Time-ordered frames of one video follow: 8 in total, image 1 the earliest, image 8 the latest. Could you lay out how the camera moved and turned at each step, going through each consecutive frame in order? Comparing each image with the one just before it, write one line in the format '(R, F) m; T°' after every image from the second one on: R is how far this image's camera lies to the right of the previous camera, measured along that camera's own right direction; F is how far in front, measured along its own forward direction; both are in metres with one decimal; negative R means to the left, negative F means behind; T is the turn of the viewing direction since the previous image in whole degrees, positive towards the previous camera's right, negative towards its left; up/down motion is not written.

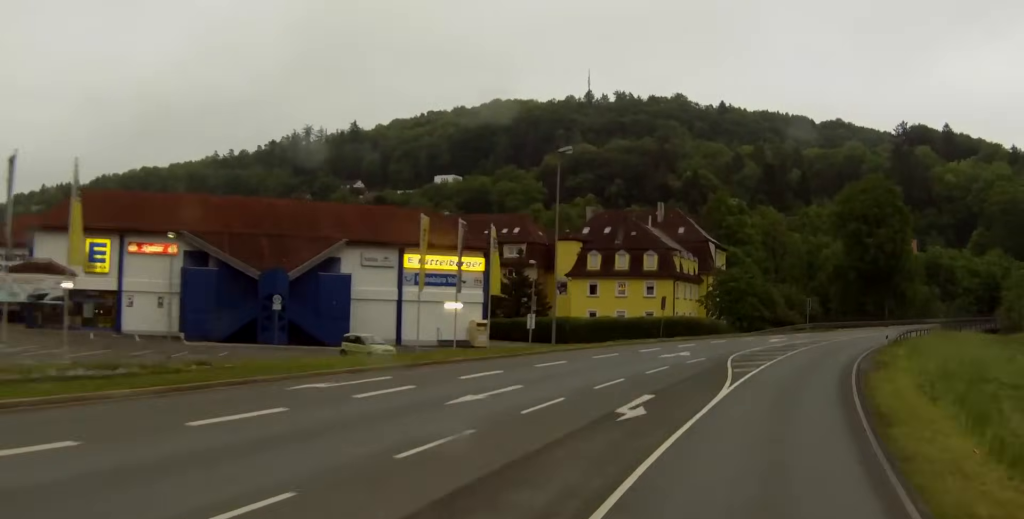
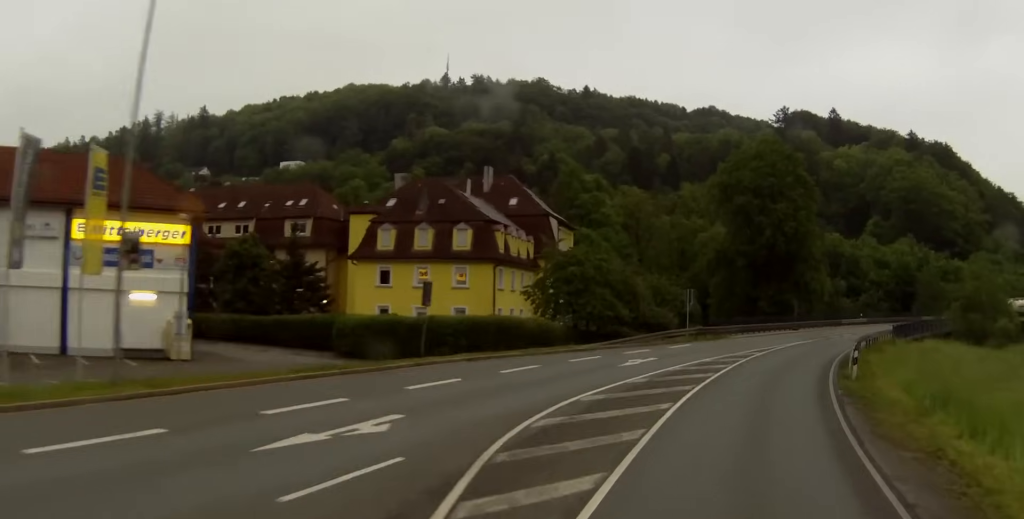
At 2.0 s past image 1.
(+2.1, +26.4) m; +9°
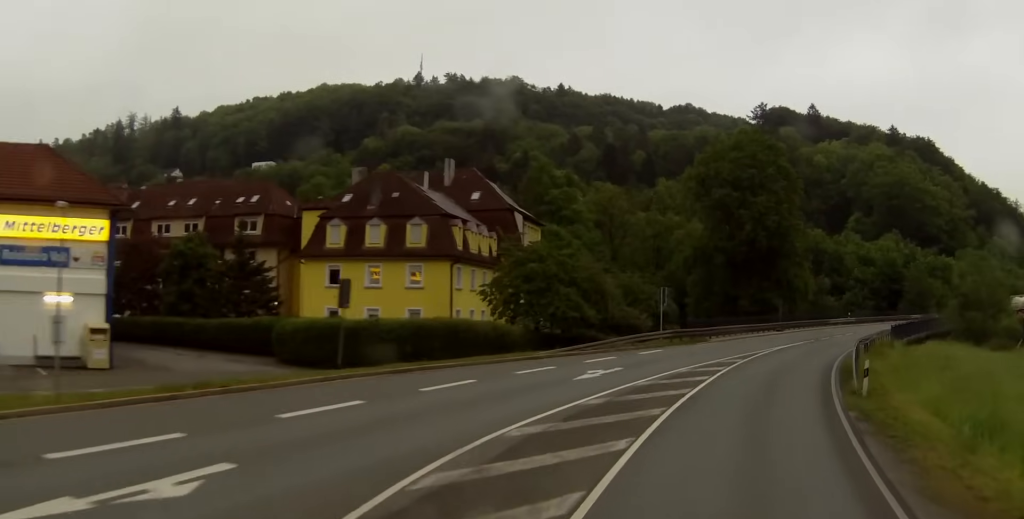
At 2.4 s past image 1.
(+0.4, +5.6) m; +2°
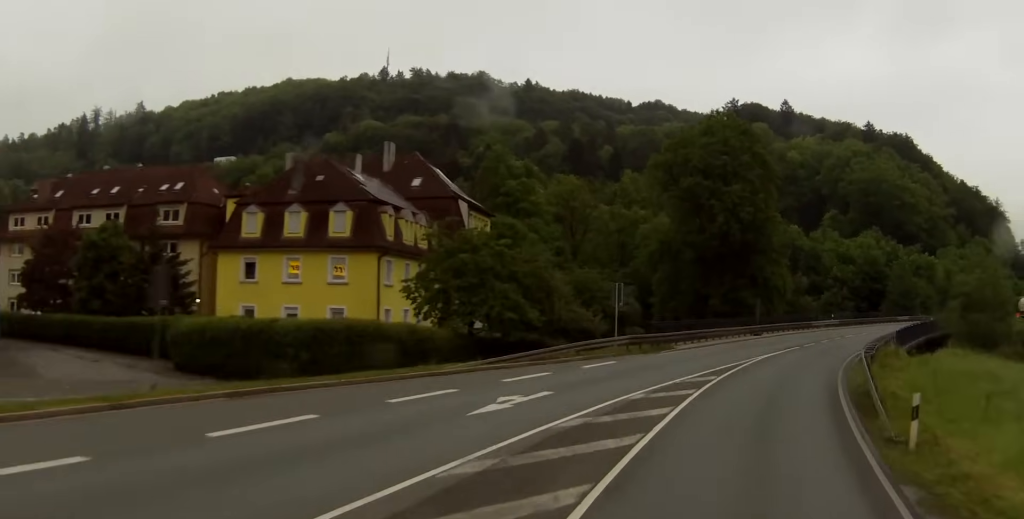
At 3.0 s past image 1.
(+0.4, +8.4) m; +2°
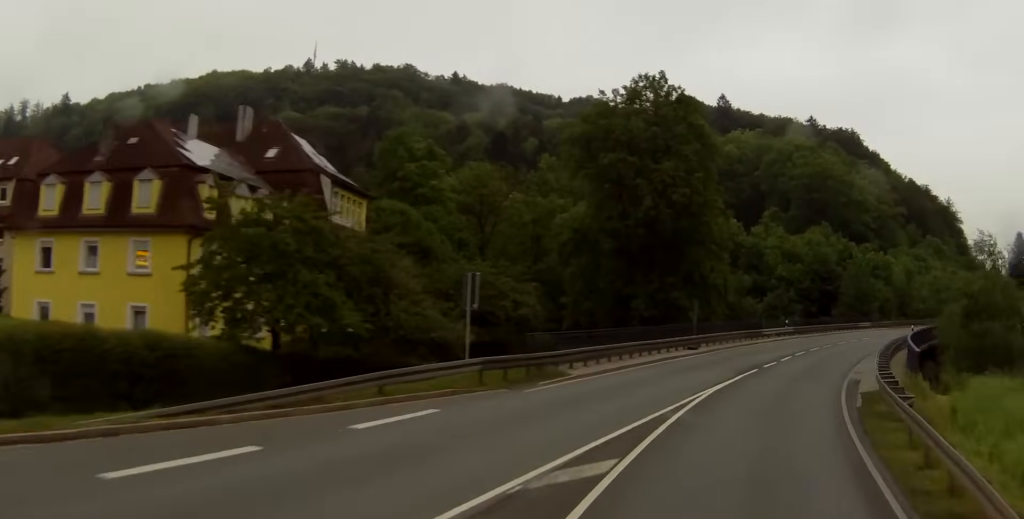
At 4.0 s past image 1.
(+0.1, +14.7) m; +3°
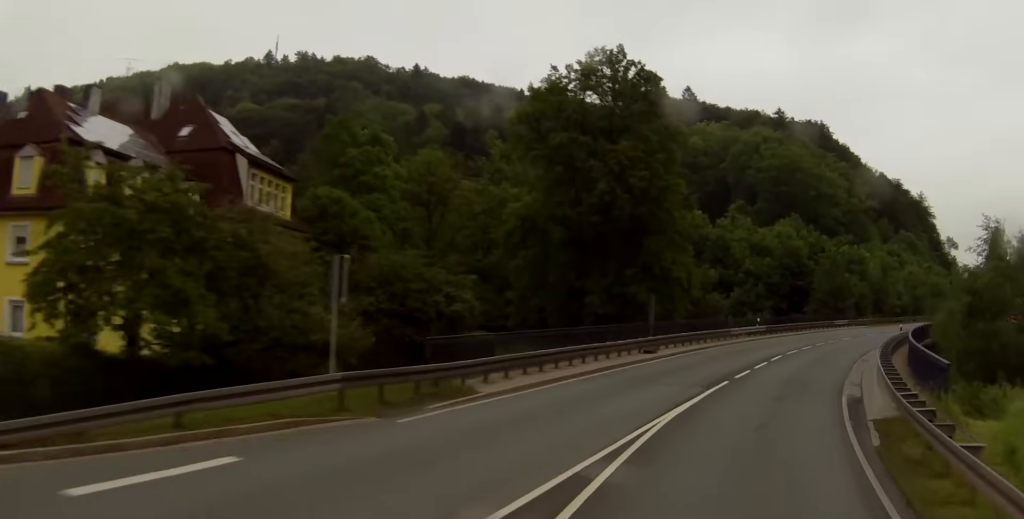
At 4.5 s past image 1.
(+0.3, +6.7) m; +2°
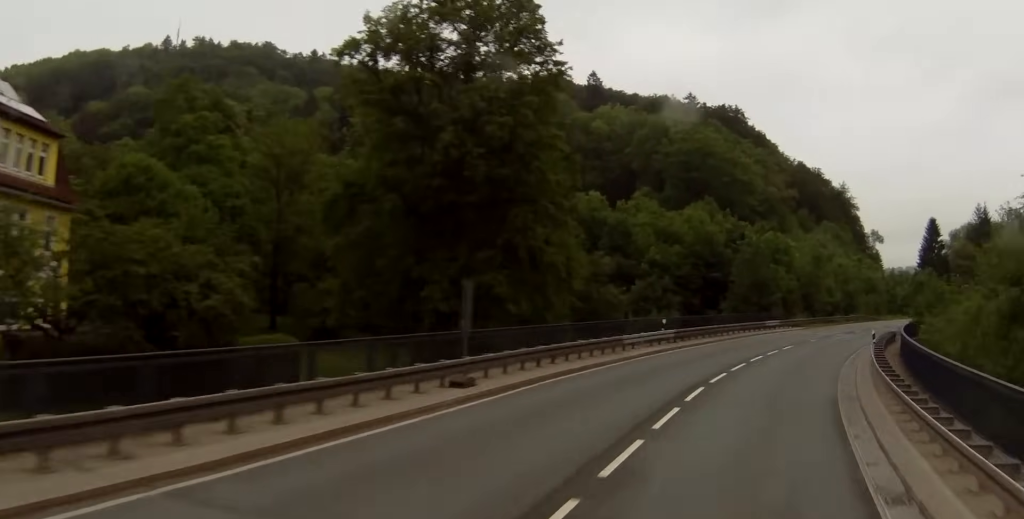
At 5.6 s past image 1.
(+0.6, +16.5) m; +7°
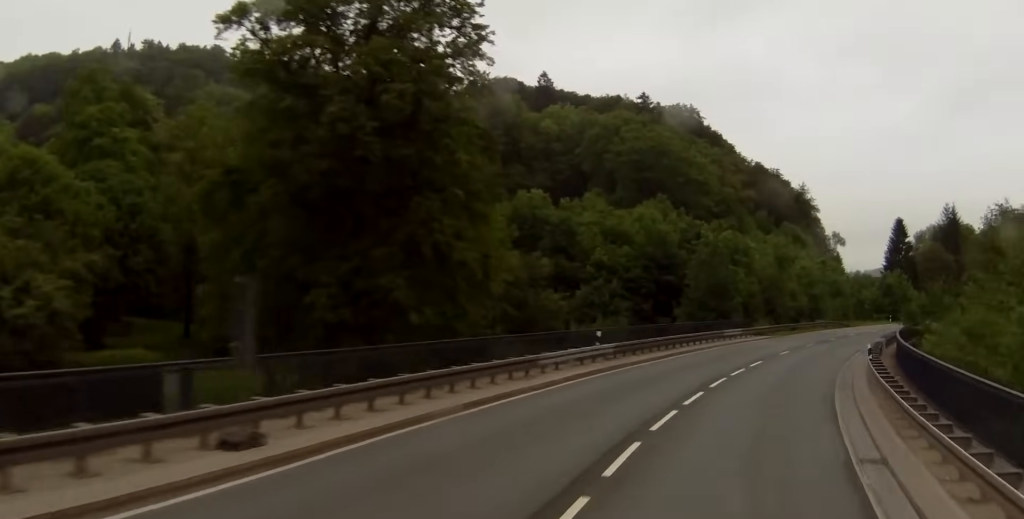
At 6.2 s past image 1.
(+0.2, +8.3) m; +4°
